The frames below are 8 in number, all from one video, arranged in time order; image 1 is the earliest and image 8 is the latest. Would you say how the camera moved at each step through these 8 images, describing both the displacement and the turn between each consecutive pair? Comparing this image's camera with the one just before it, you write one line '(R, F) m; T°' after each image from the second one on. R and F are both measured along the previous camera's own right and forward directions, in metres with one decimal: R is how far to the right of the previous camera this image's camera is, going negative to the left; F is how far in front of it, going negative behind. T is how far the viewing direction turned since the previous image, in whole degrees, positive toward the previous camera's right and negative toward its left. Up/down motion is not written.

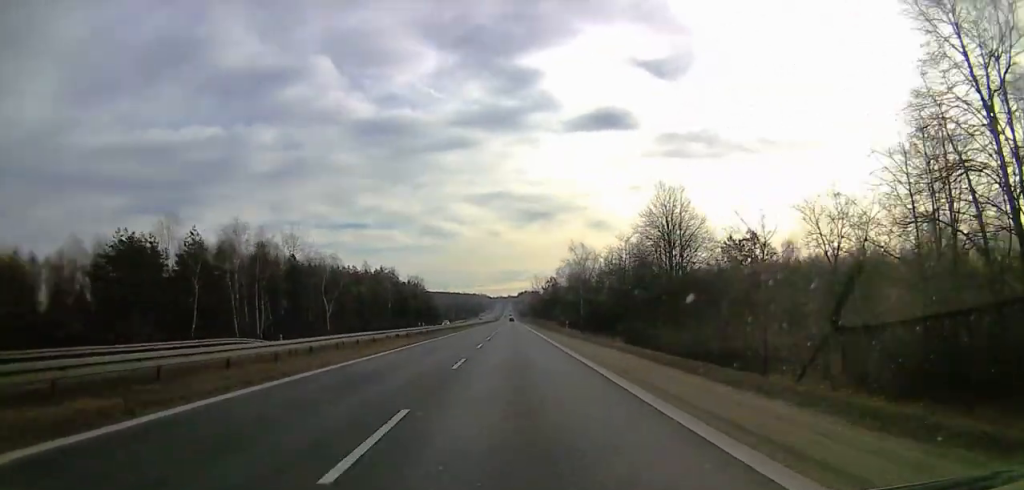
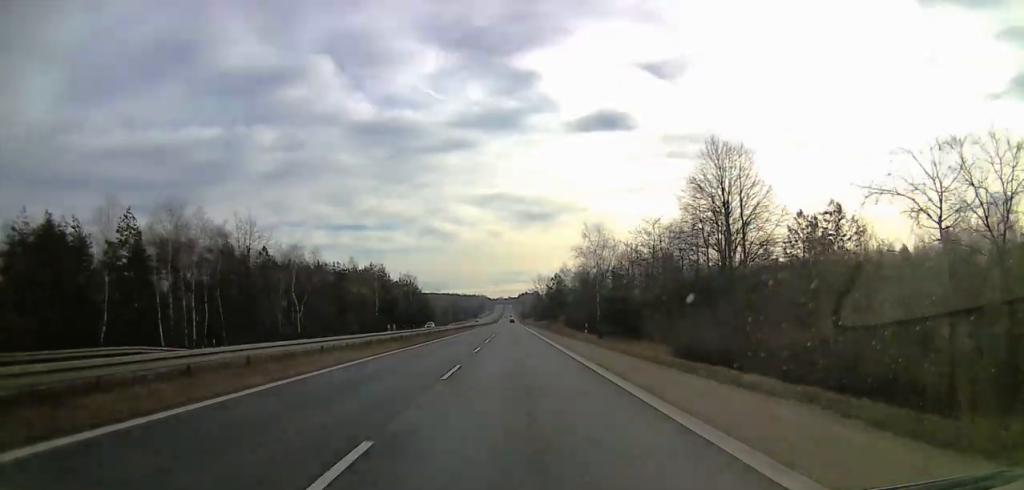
(-0.2, +14.3) m; -1°
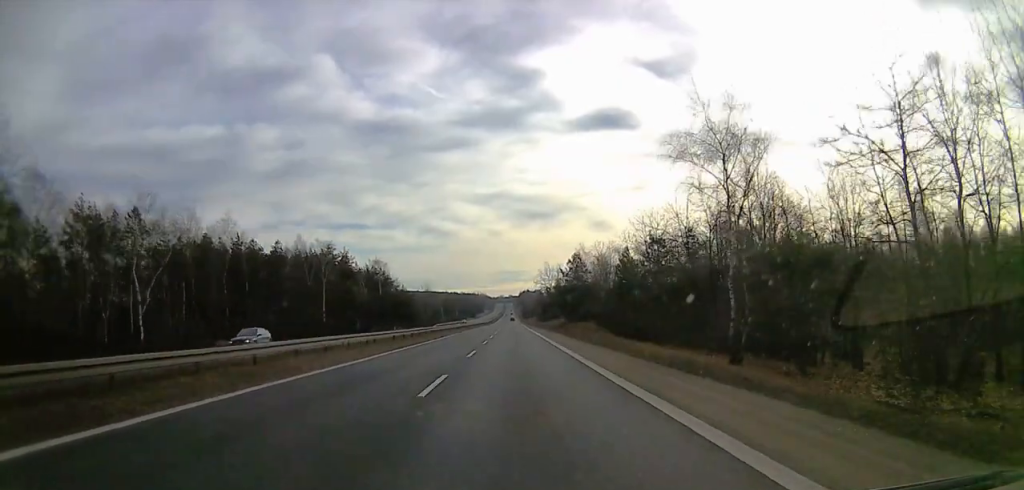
(0.0, +38.7) m; +3°
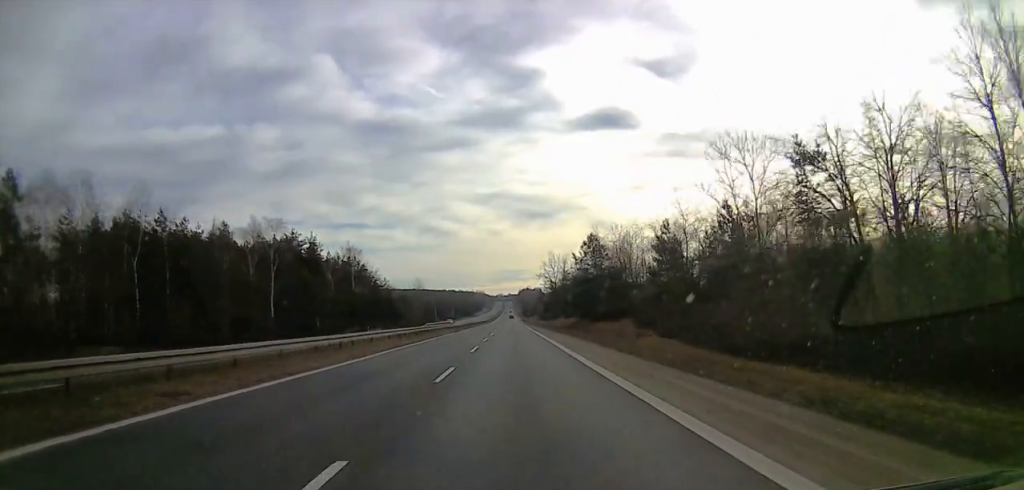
(+1.0, +21.5) m; +1°
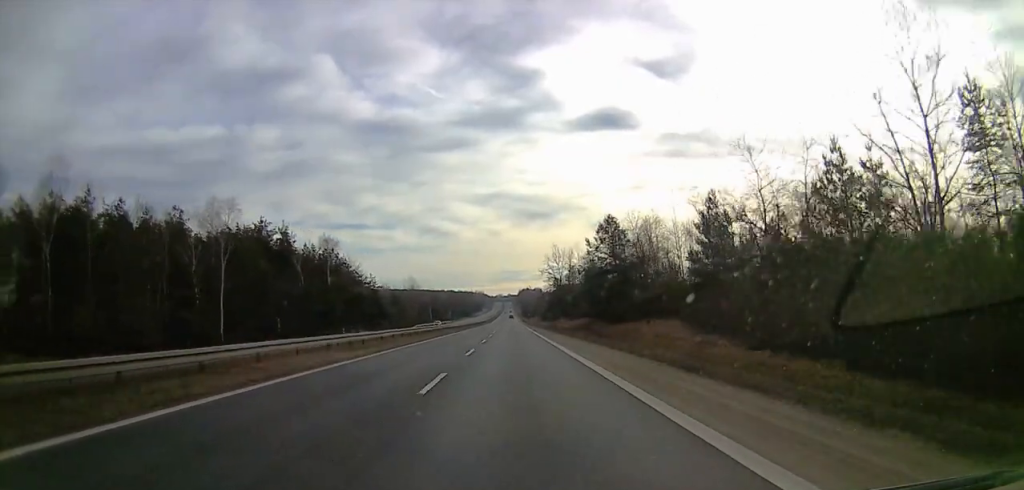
(-0.1, +14.1) m; -1°
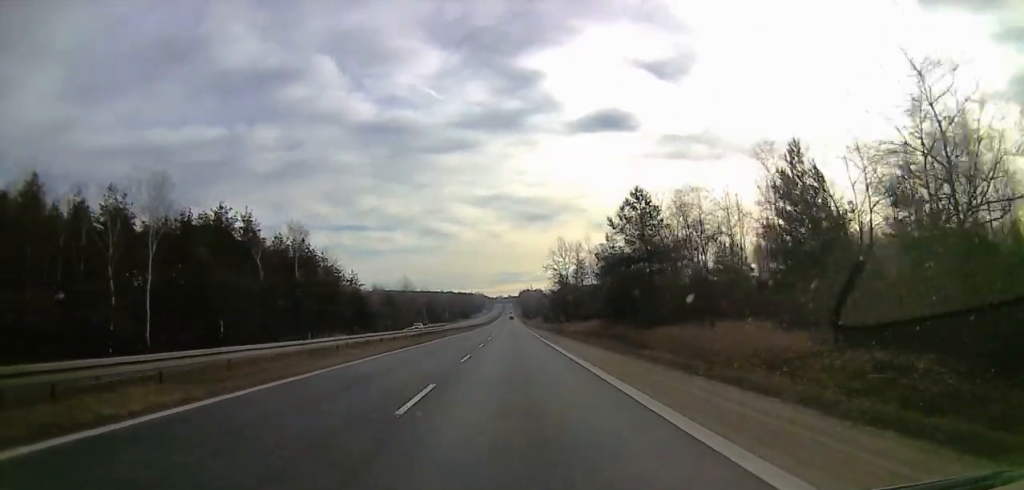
(-0.5, +14.1) m; -2°
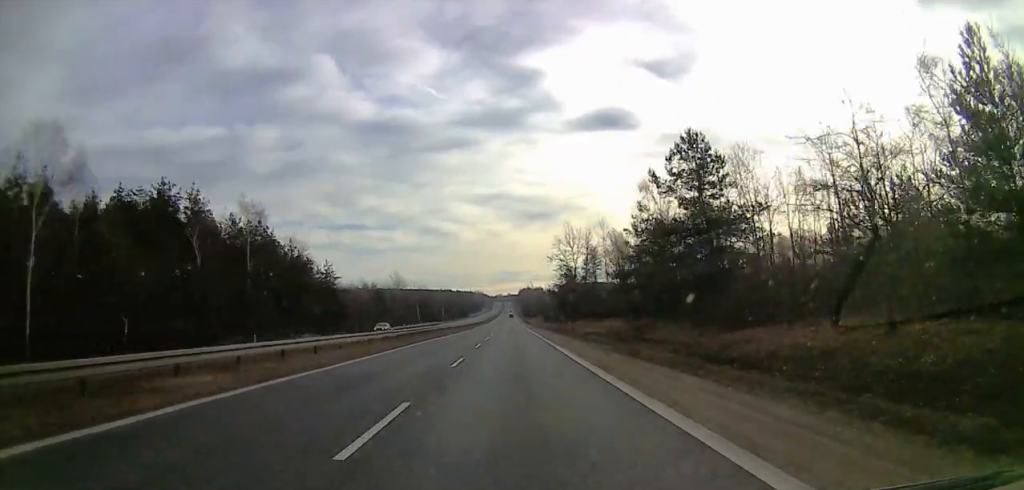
(0.0, +14.9) m; -1°
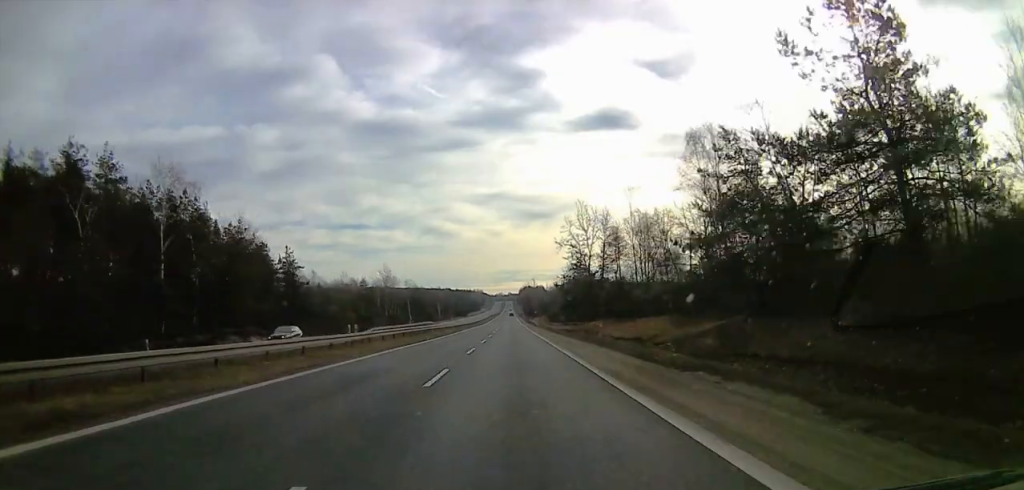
(-0.2, +17.3) m; 0°
